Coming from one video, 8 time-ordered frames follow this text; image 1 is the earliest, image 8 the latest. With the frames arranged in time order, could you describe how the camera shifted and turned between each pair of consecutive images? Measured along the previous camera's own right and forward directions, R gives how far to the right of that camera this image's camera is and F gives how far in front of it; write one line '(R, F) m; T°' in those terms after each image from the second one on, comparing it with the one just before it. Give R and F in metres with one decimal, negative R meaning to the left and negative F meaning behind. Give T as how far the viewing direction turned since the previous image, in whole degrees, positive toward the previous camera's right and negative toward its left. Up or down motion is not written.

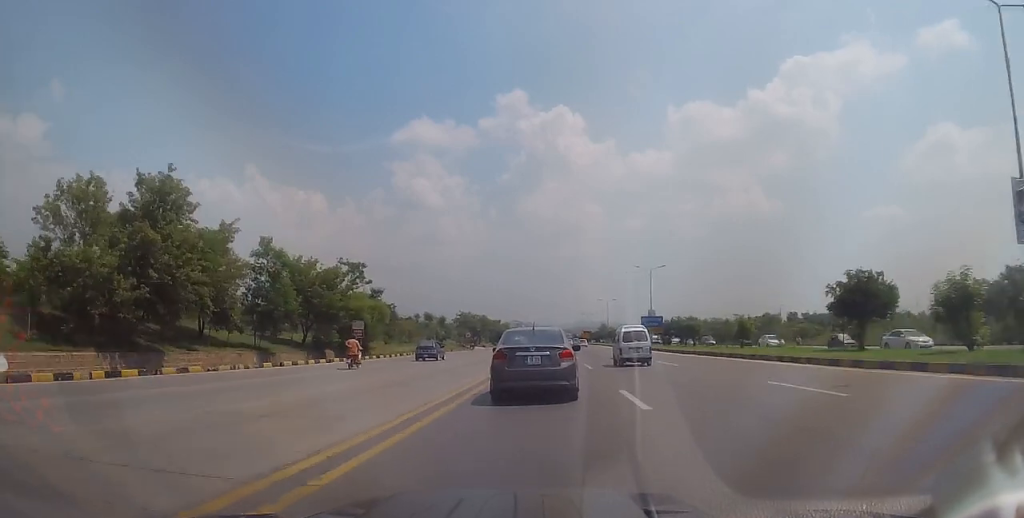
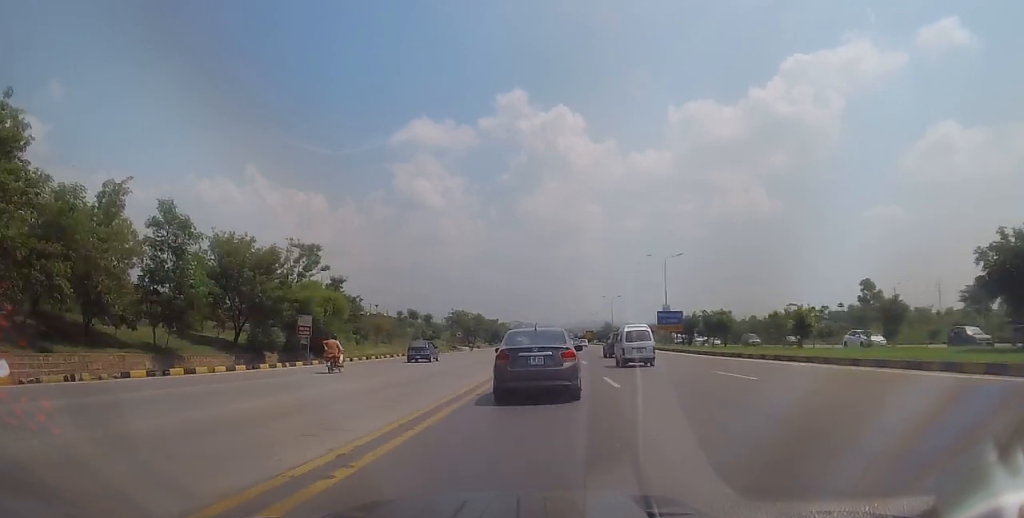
(0.0, +10.5) m; -1°
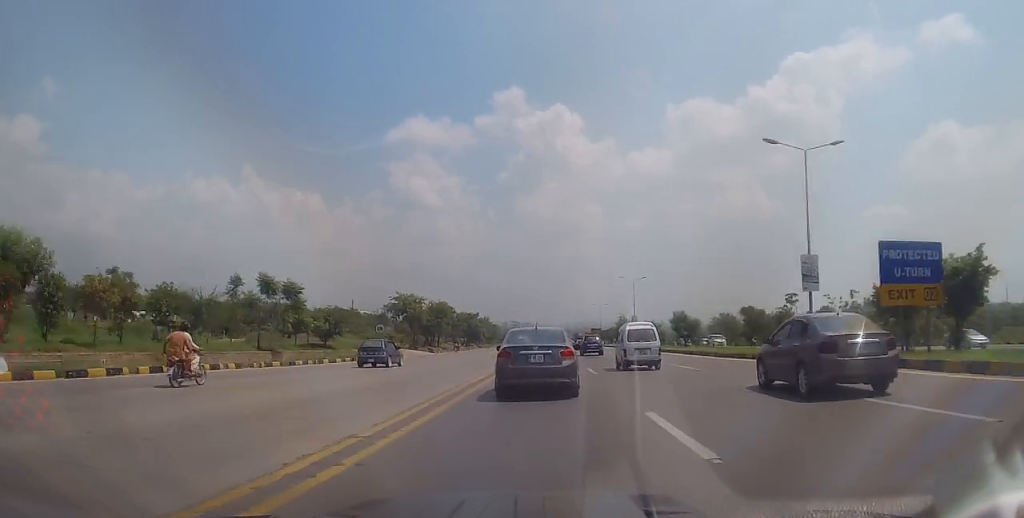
(-1.1, +41.7) m; 0°
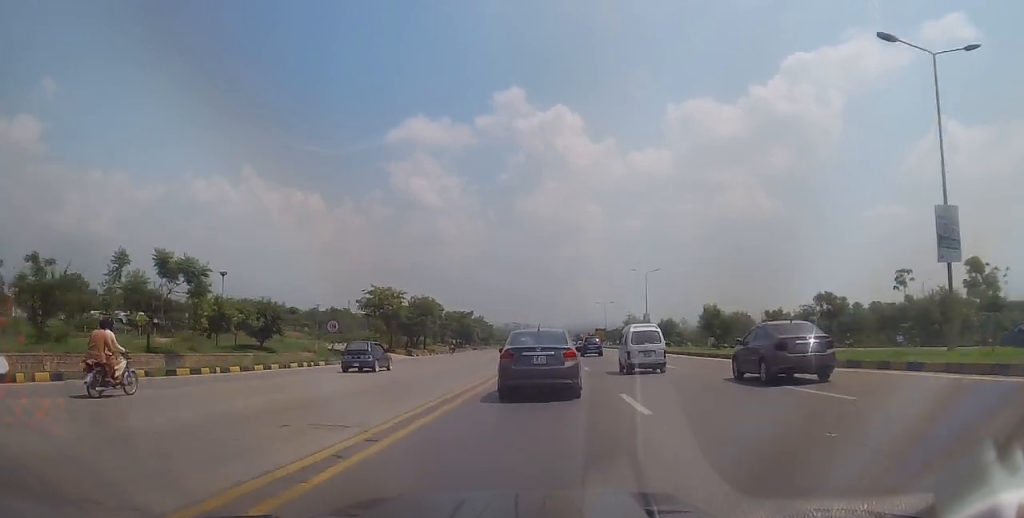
(+0.4, +11.8) m; +1°
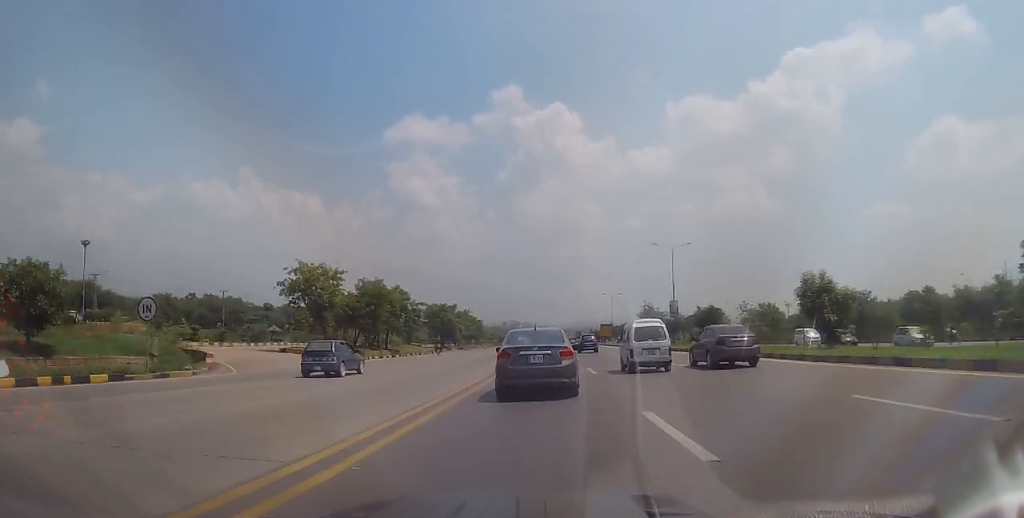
(+0.1, +20.2) m; -1°
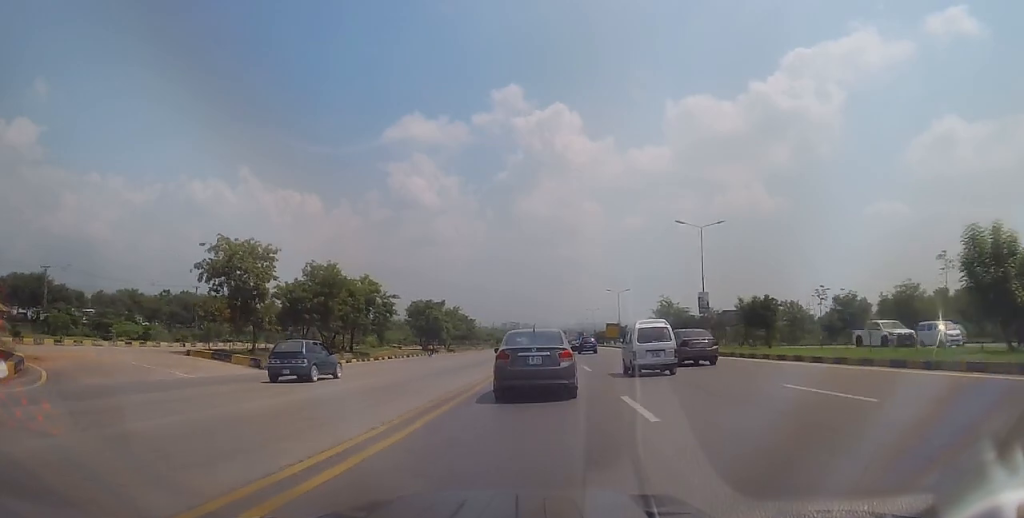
(-0.1, +12.7) m; -1°
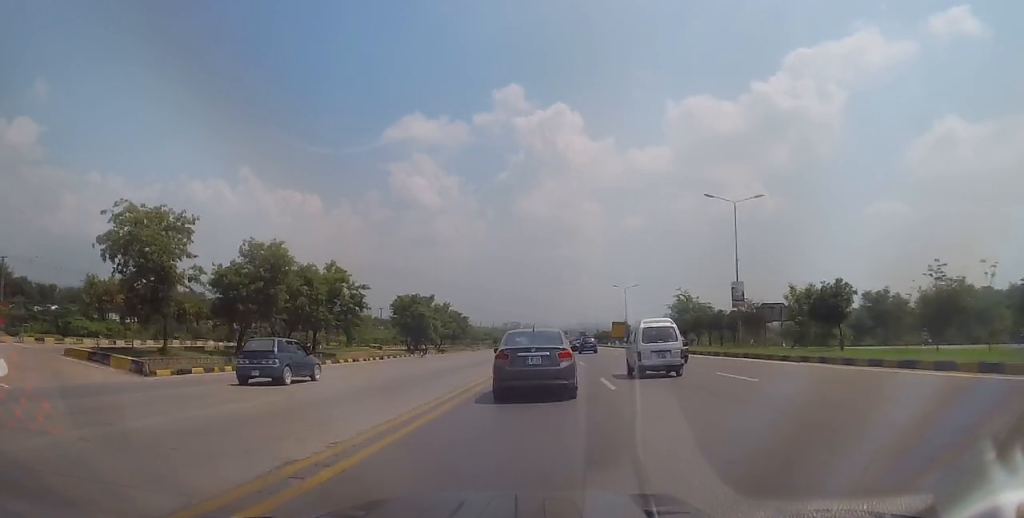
(-0.1, +9.7) m; 0°
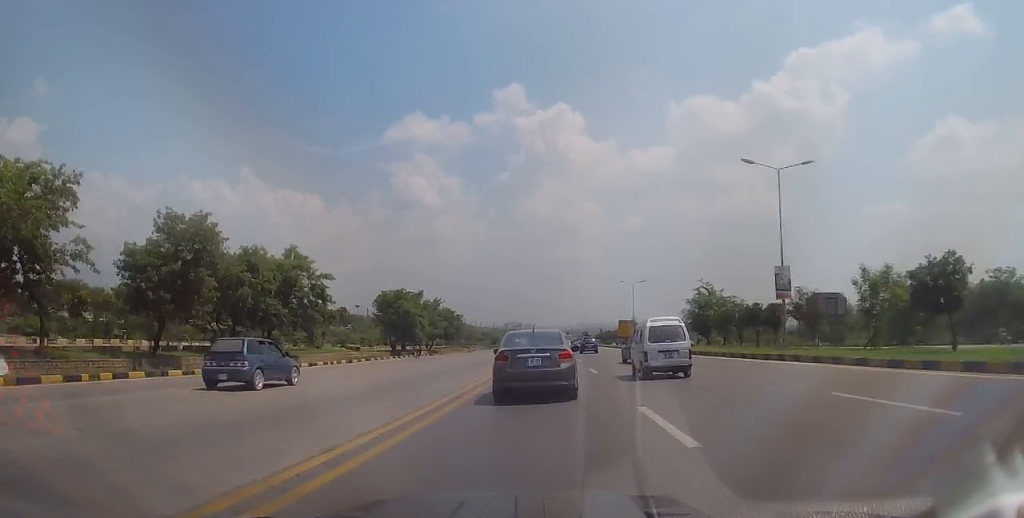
(0.0, +8.6) m; 0°
